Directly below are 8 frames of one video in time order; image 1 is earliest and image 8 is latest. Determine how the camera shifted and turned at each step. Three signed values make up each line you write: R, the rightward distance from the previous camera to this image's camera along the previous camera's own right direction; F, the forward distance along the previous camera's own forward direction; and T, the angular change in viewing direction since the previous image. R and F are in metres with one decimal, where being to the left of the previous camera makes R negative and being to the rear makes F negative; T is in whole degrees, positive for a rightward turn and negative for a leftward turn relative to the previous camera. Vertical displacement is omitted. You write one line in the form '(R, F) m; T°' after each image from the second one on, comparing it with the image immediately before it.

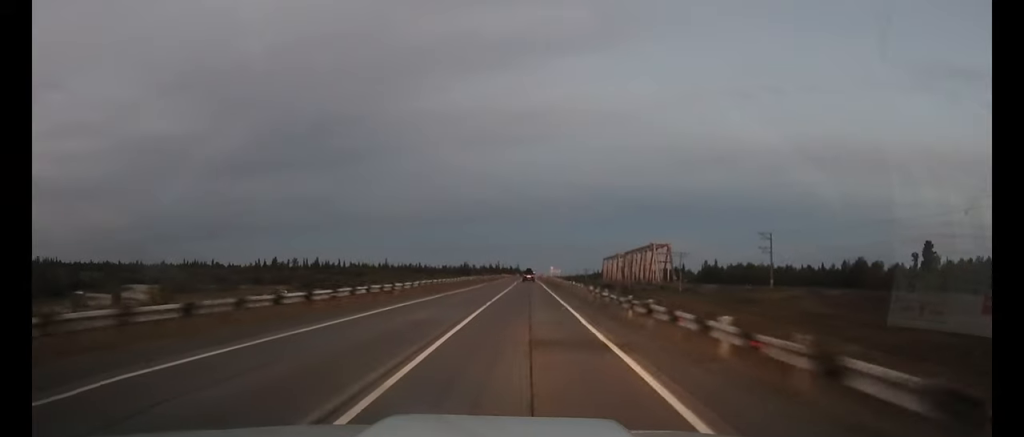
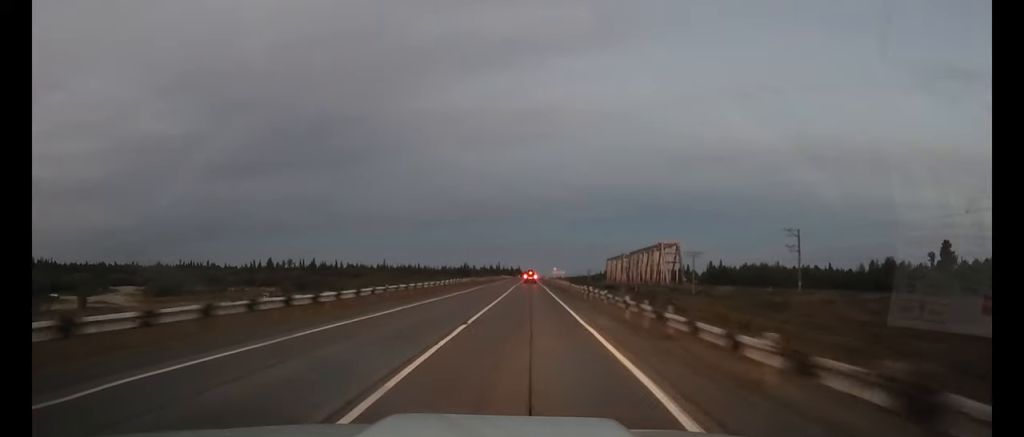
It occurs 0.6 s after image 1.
(0.0, +11.4) m; 0°
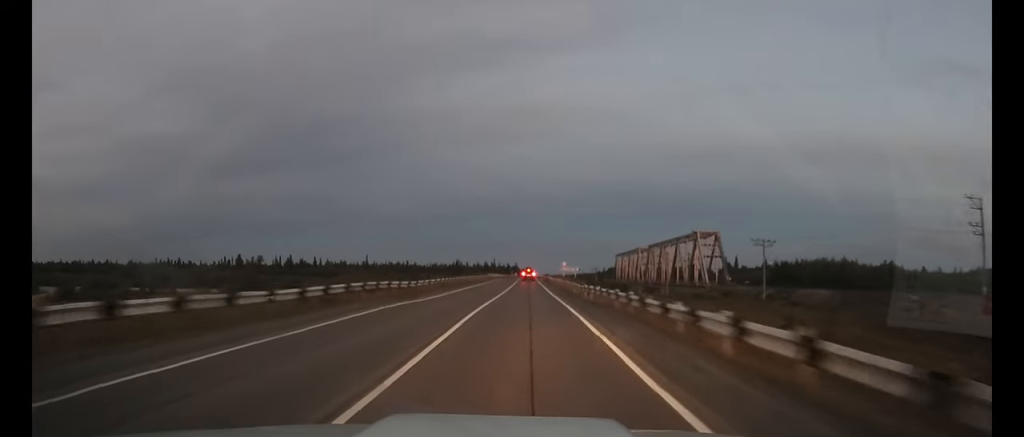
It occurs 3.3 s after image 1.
(-0.1, +46.4) m; 0°
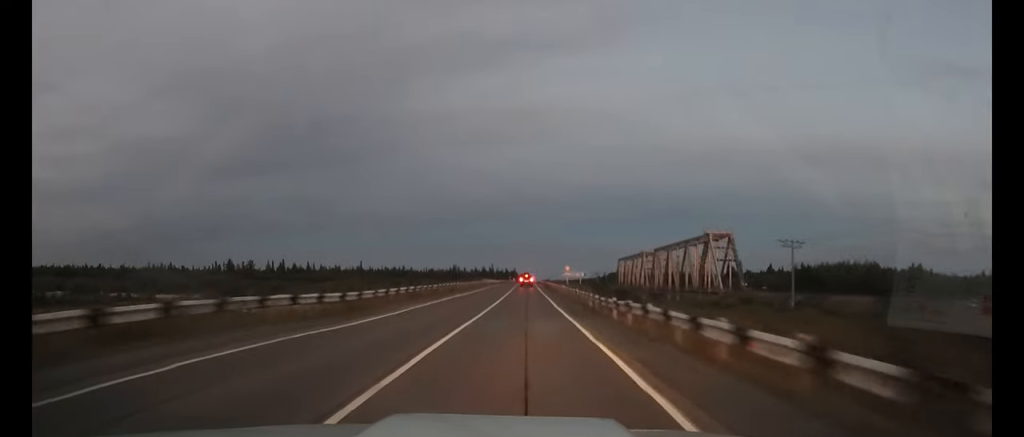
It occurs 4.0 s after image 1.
(0.0, +12.1) m; 0°
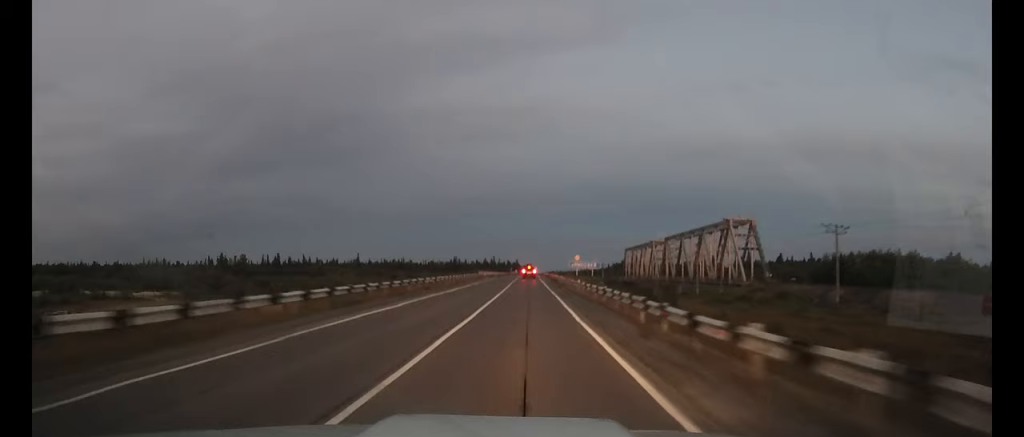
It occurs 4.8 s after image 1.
(0.0, +13.7) m; 0°
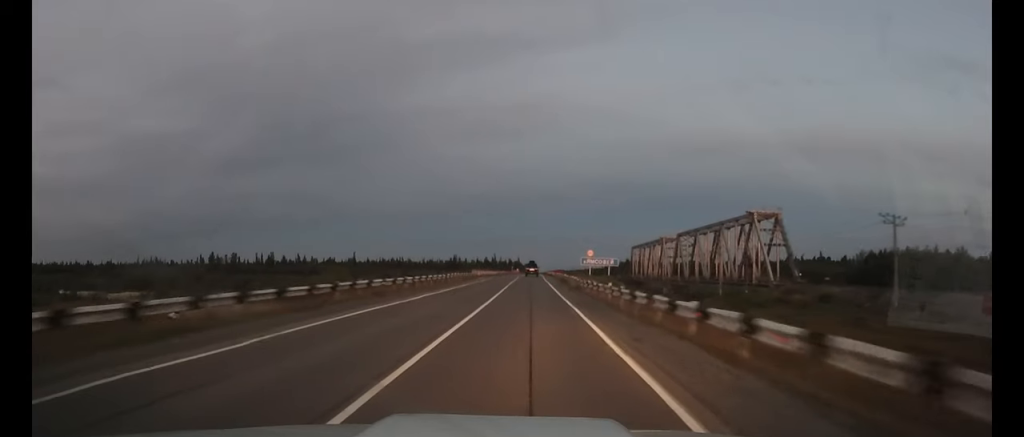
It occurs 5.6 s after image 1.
(0.0, +14.0) m; 0°
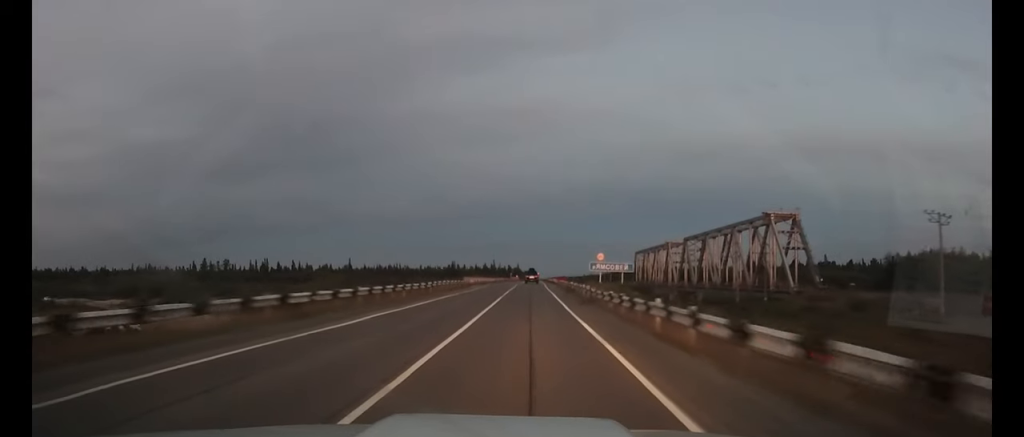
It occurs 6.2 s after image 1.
(0.0, +9.4) m; 0°
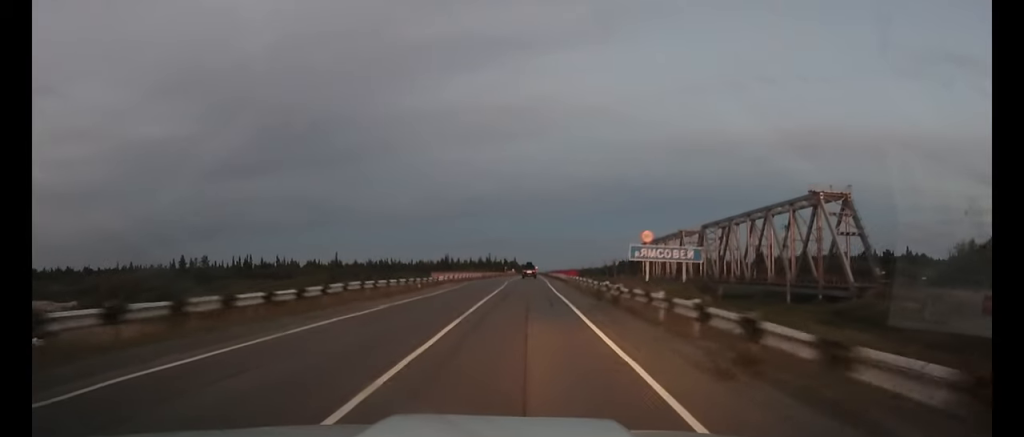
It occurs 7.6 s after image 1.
(0.0, +22.3) m; 0°
